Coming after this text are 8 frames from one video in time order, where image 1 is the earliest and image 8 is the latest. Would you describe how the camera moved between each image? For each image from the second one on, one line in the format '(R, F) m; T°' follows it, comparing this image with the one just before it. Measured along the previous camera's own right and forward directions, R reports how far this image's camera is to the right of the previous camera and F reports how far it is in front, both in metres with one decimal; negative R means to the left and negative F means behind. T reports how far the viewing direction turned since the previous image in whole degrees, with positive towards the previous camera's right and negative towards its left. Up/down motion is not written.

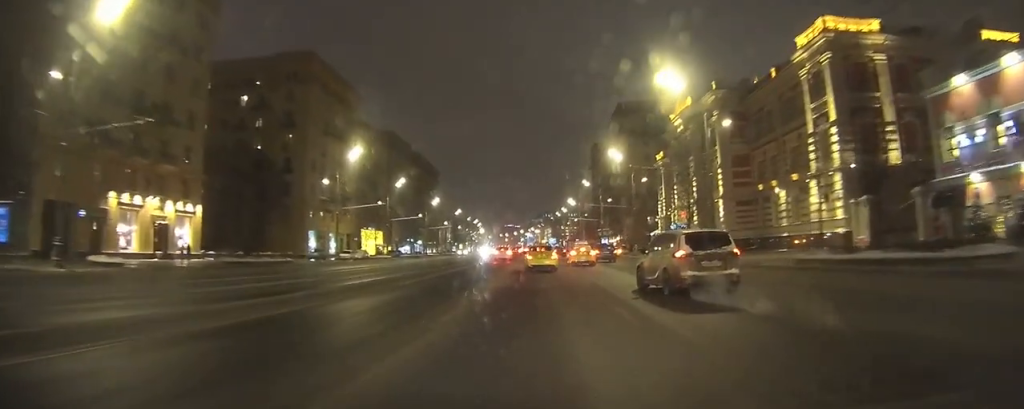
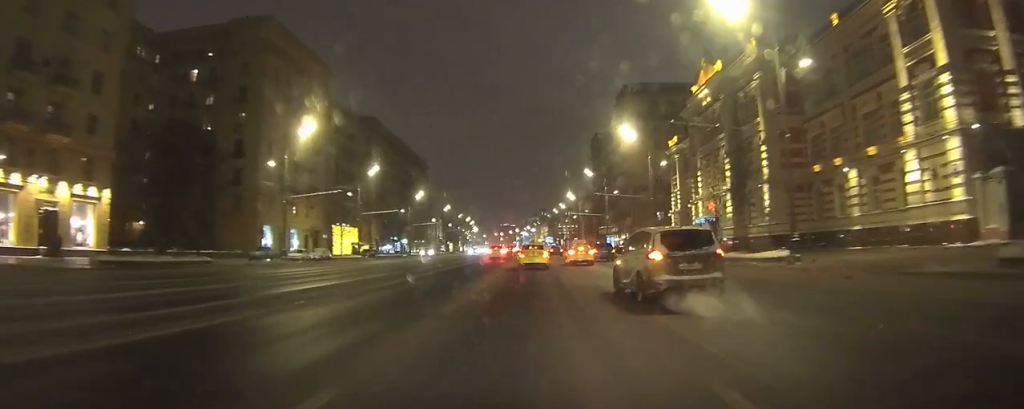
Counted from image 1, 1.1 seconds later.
(0.0, +17.4) m; +1°
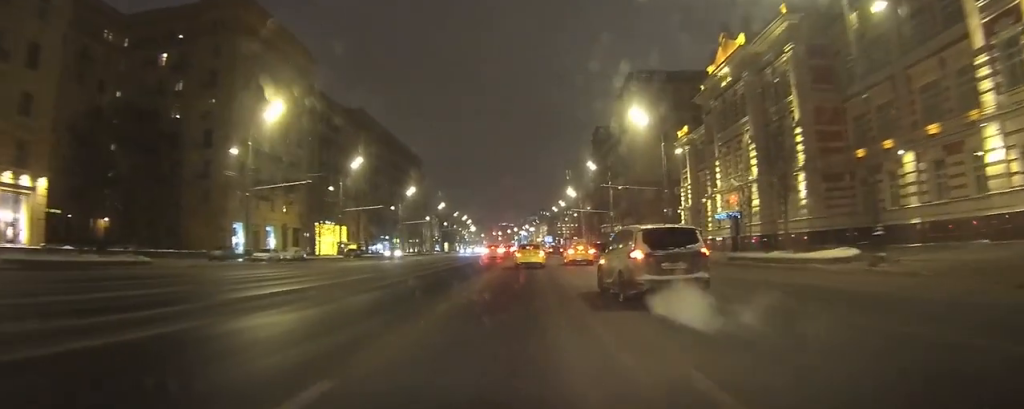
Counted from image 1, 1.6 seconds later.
(+0.1, +9.0) m; 0°
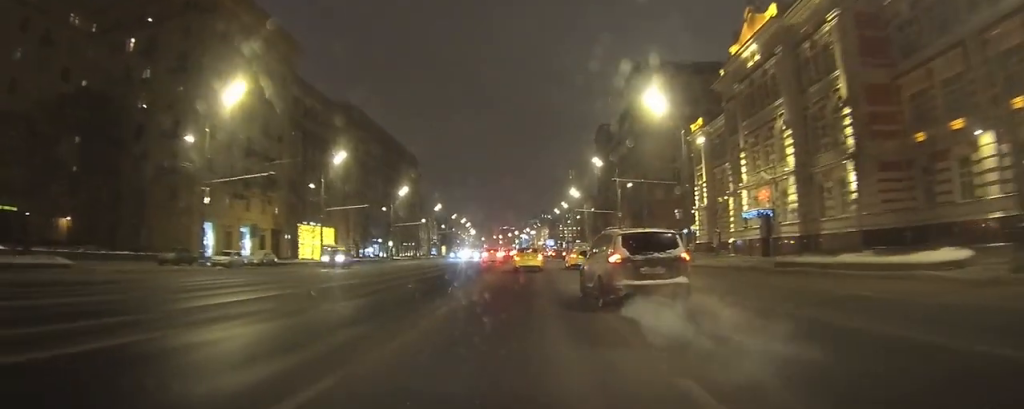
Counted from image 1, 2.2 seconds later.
(0.0, +8.9) m; 0°
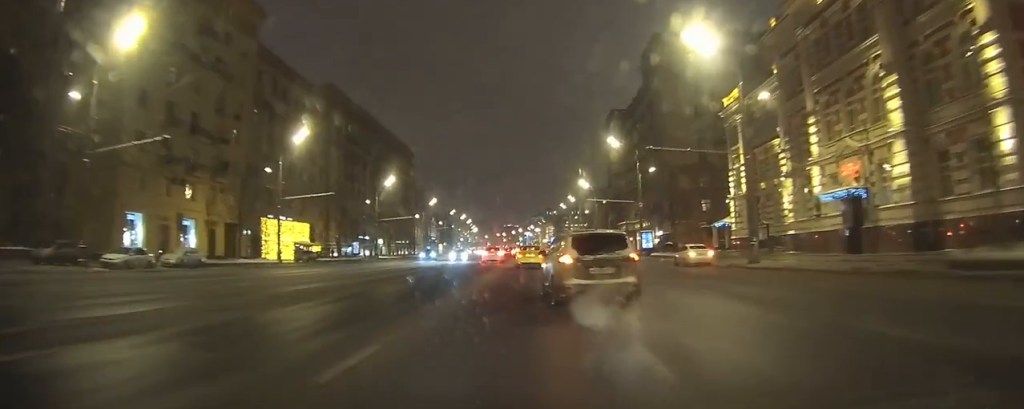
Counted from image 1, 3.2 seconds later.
(0.0, +15.5) m; 0°
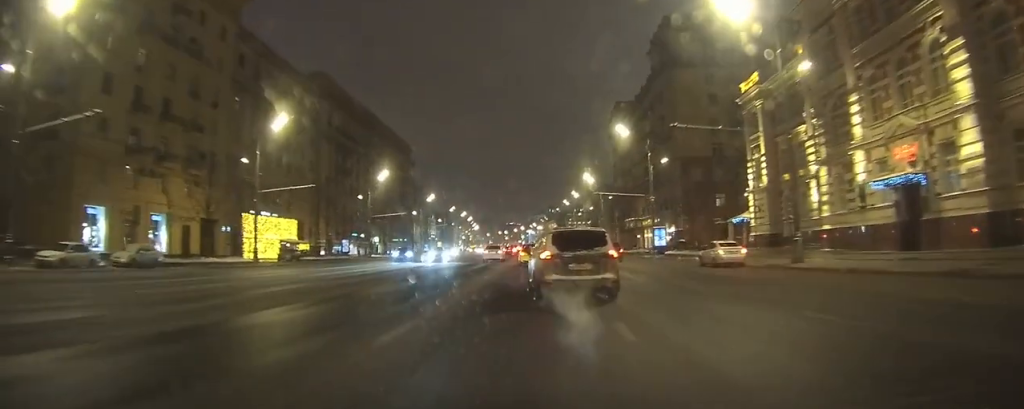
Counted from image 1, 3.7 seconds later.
(0.0, +6.1) m; 0°
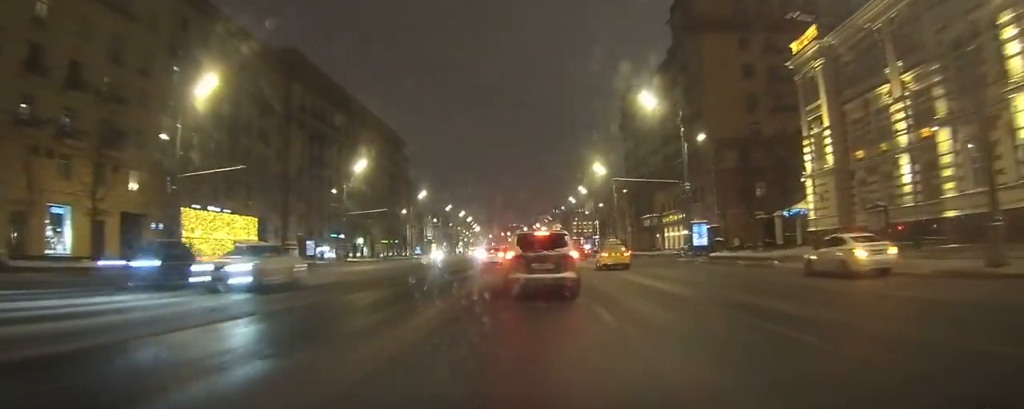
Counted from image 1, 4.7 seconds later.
(-0.1, +14.5) m; 0°
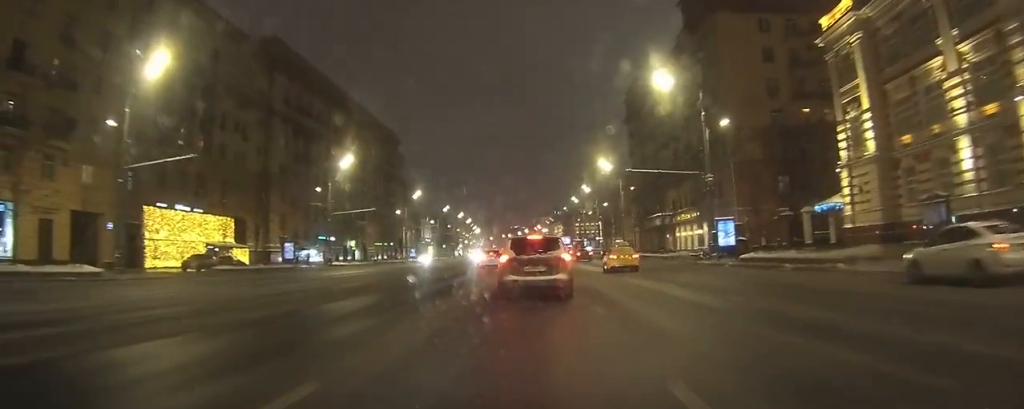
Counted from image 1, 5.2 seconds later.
(0.0, +6.5) m; 0°
